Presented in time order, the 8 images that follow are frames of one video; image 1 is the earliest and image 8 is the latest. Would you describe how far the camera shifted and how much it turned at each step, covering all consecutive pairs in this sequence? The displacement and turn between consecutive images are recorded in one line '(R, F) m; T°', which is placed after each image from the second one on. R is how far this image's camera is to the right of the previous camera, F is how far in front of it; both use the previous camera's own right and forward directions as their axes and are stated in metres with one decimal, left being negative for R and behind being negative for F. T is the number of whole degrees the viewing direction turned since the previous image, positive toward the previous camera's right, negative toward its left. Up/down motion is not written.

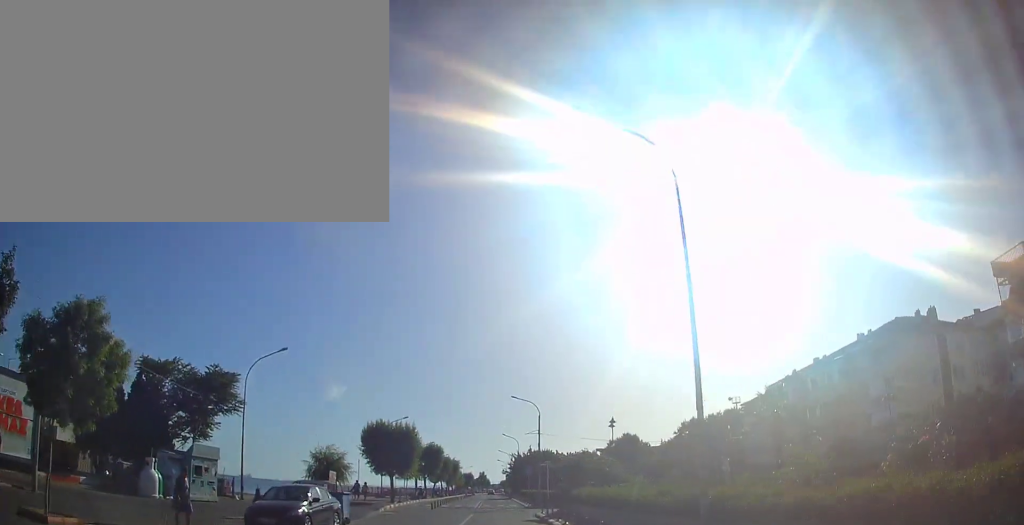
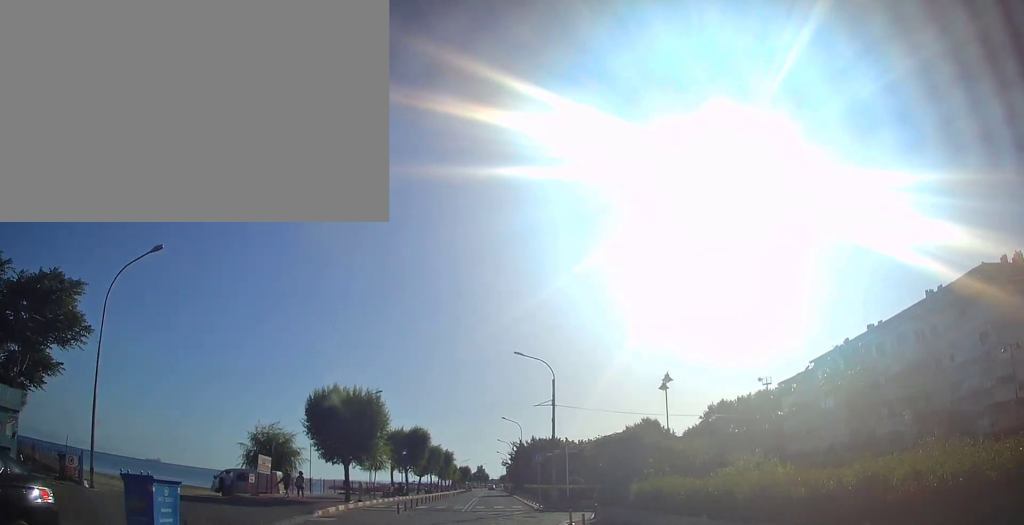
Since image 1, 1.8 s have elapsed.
(-0.2, +13.7) m; 0°
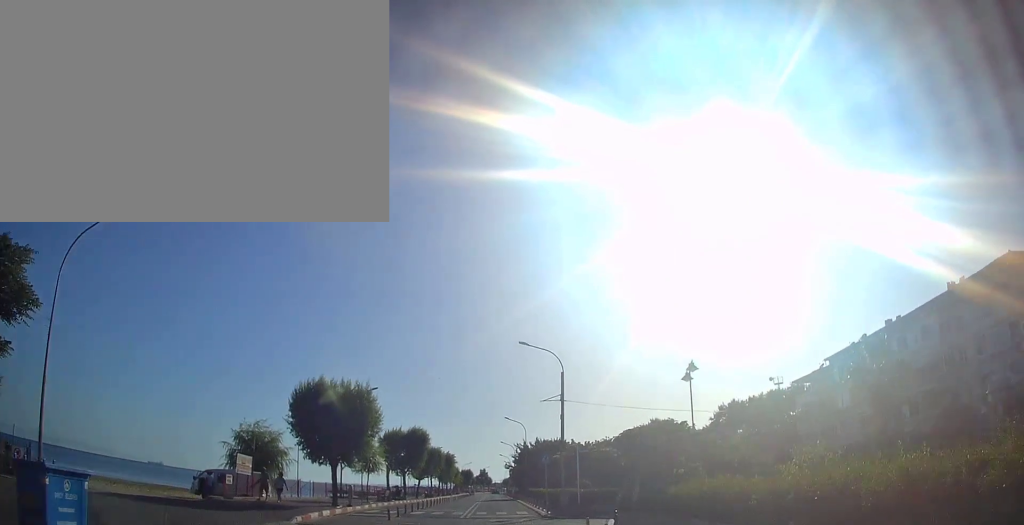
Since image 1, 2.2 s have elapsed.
(0.0, +3.1) m; 0°
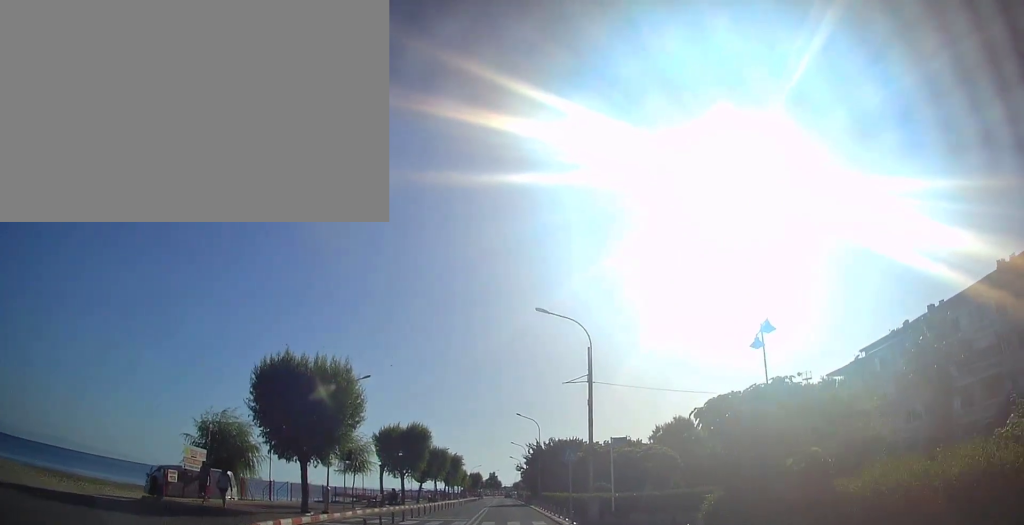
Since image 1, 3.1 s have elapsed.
(0.0, +6.2) m; -1°
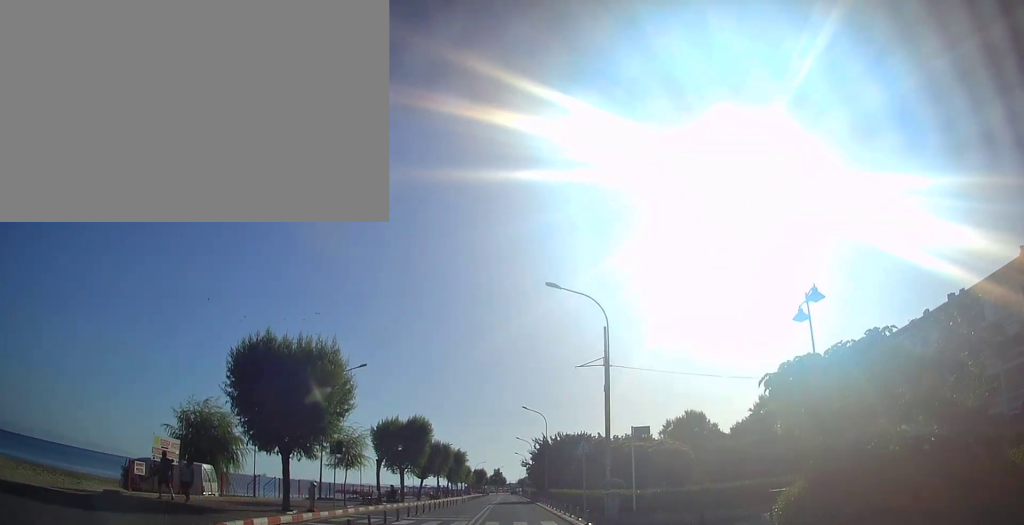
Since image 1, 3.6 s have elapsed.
(0.0, +2.9) m; -1°
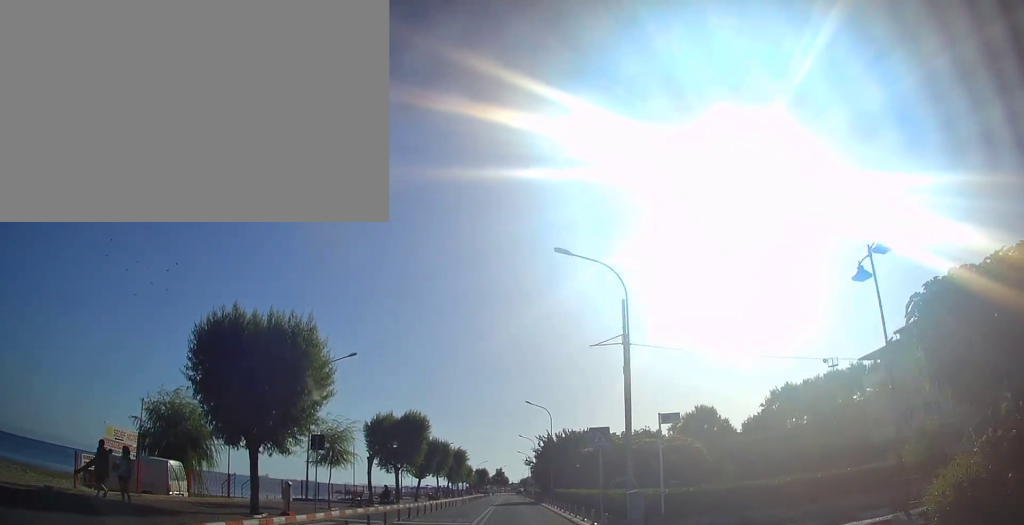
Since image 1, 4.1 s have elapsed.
(0.0, +3.2) m; +1°
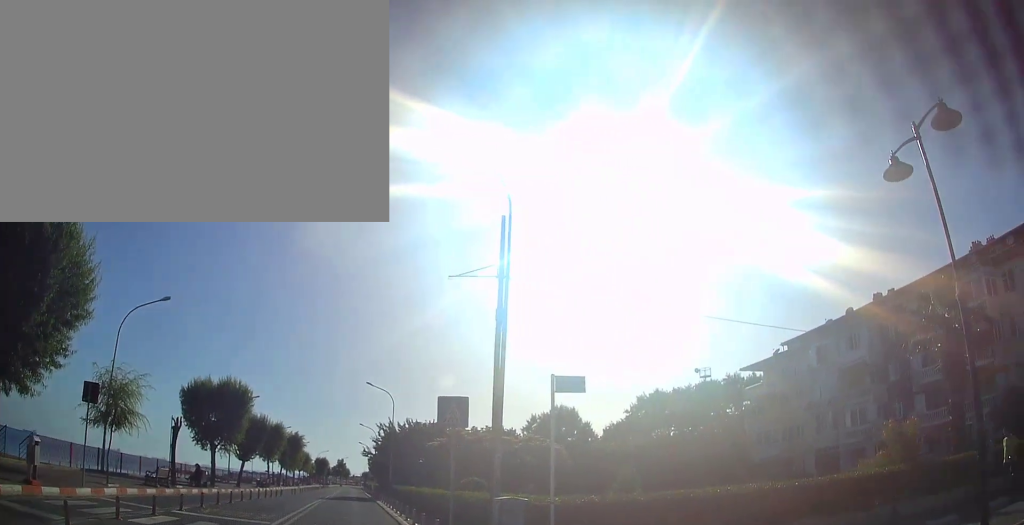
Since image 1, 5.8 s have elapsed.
(+0.3, +7.4) m; +13°
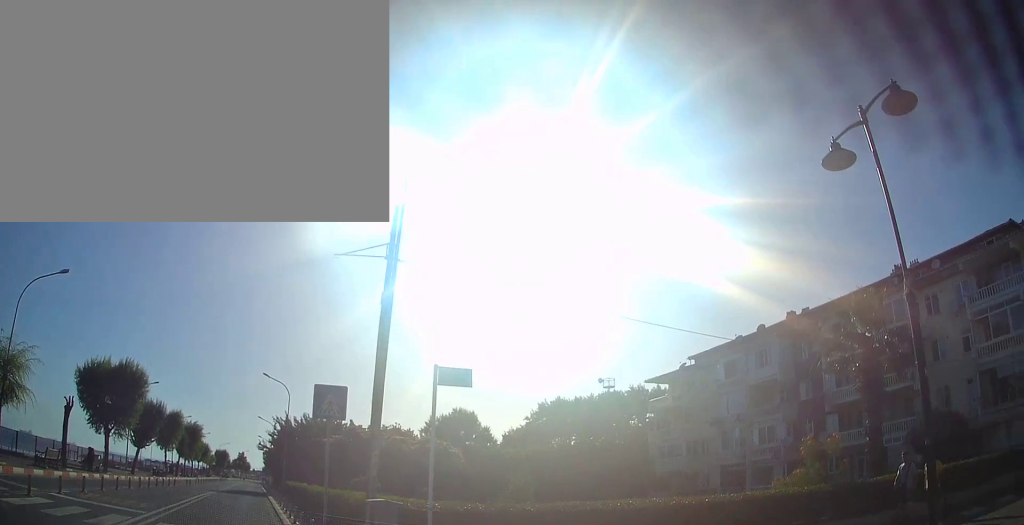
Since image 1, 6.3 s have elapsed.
(+0.1, +1.5) m; +14°
